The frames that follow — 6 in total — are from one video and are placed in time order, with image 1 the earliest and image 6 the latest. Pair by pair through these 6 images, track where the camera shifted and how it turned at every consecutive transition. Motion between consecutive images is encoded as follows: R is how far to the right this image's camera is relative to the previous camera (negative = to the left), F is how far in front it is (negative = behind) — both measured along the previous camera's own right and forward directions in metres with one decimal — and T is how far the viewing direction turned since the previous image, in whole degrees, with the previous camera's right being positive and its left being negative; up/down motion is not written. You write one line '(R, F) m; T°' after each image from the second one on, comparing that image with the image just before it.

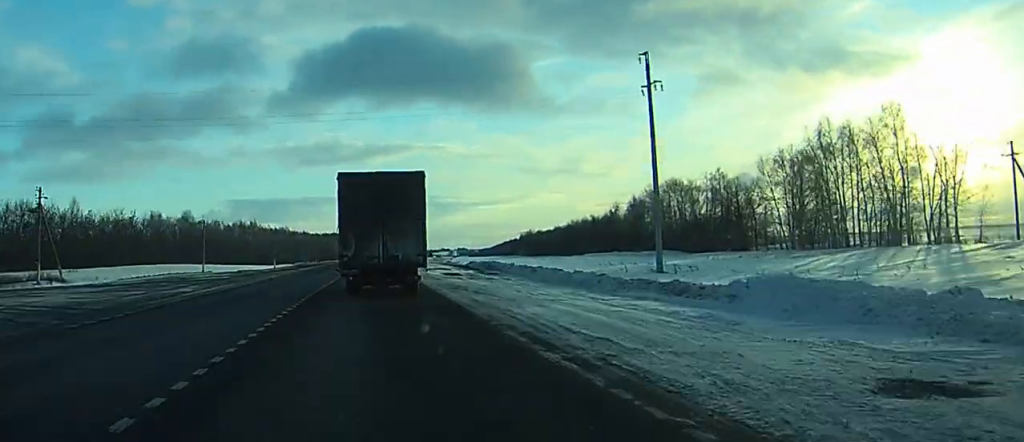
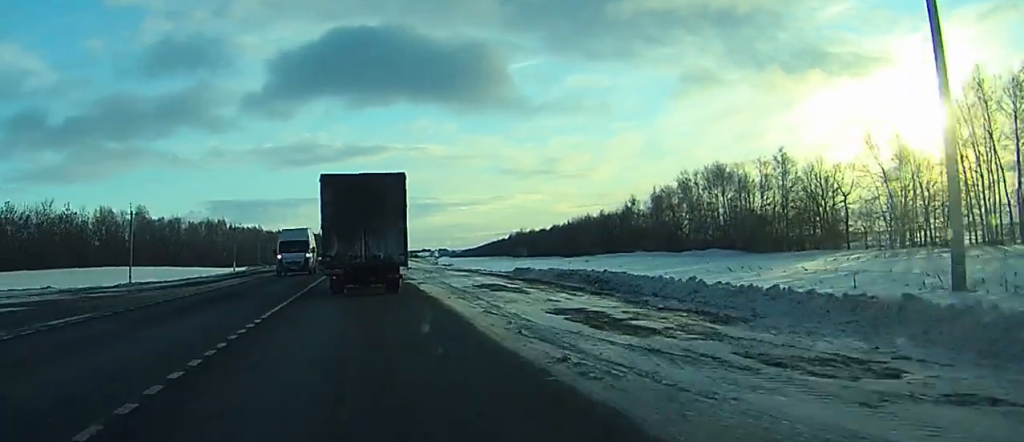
(+0.3, +31.3) m; +1°
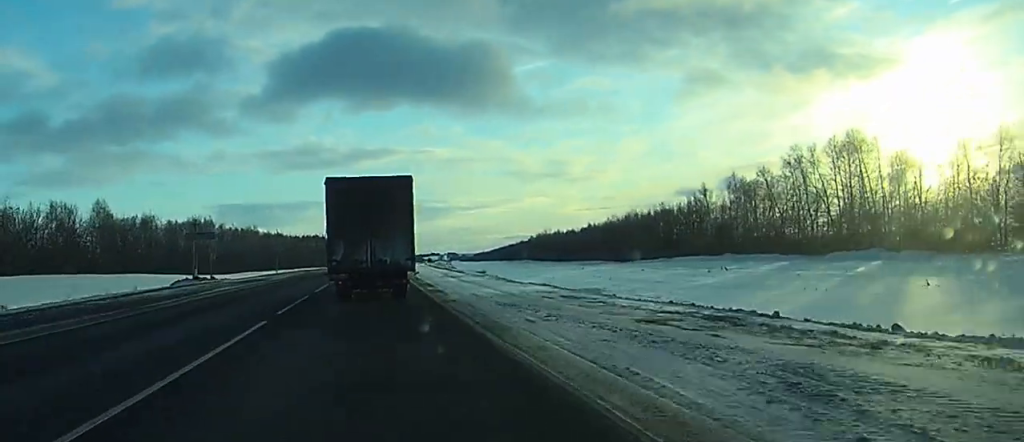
(+0.5, +39.8) m; +1°
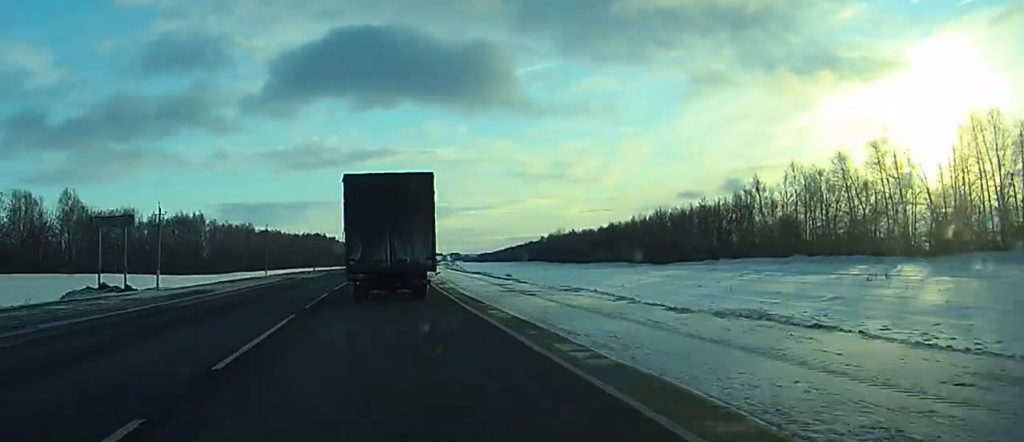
(0.0, +21.5) m; 0°
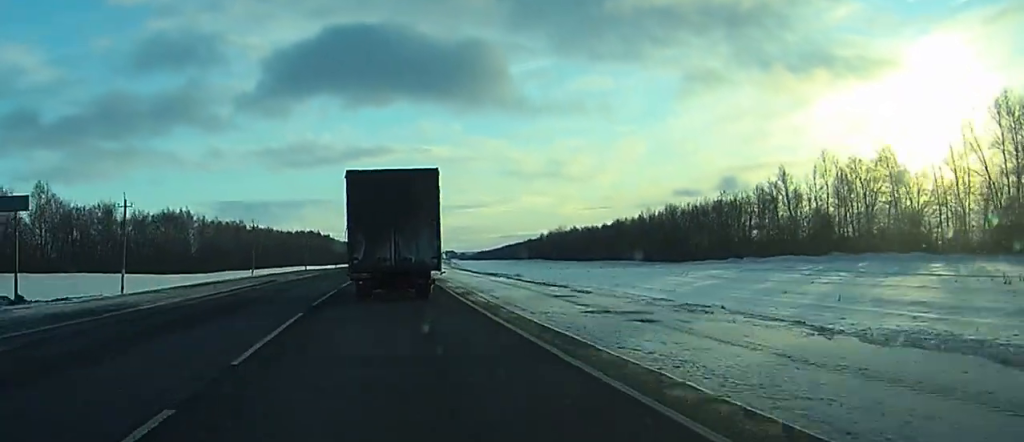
(0.0, +11.4) m; 0°
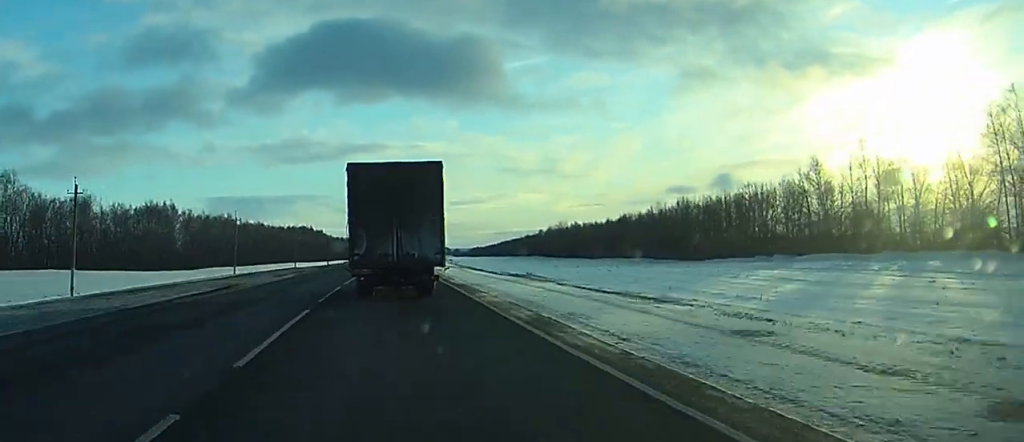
(0.0, +12.3) m; 0°
